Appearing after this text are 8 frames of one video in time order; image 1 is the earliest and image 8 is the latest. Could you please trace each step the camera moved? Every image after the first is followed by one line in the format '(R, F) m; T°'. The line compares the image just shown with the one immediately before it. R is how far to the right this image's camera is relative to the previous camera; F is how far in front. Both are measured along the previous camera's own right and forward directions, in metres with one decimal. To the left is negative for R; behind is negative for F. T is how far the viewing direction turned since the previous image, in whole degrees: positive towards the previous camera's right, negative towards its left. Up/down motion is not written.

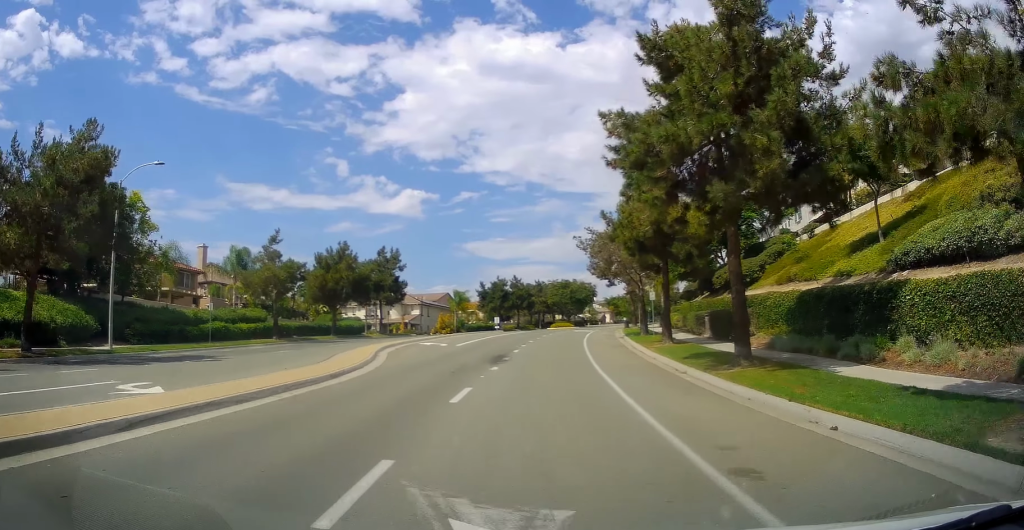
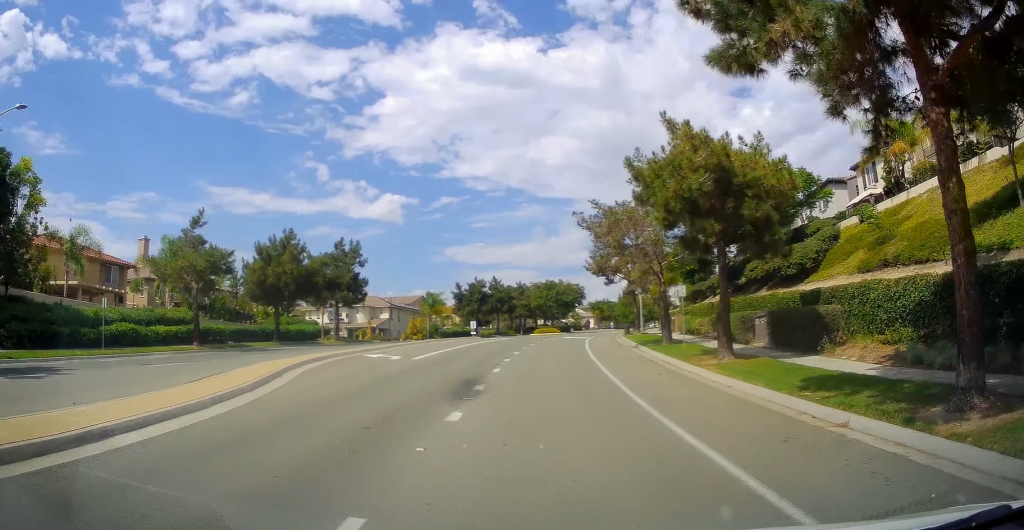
(-0.5, +9.6) m; +1°
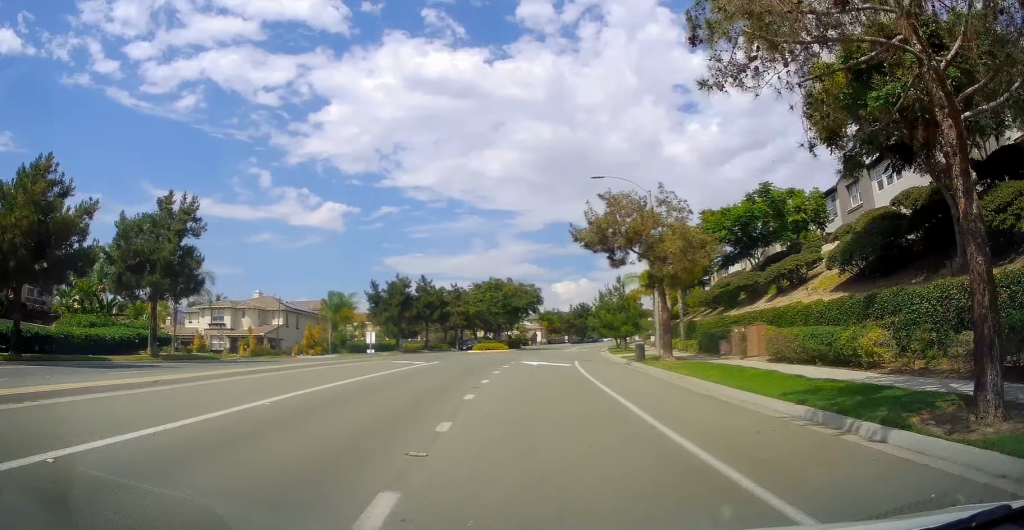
(+0.6, +22.2) m; +6°
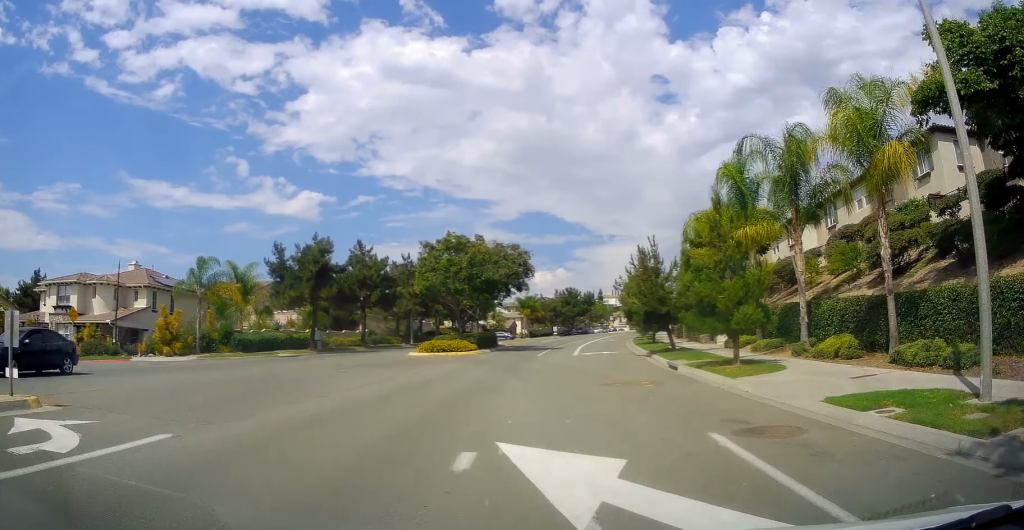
(+1.6, +24.5) m; +5°
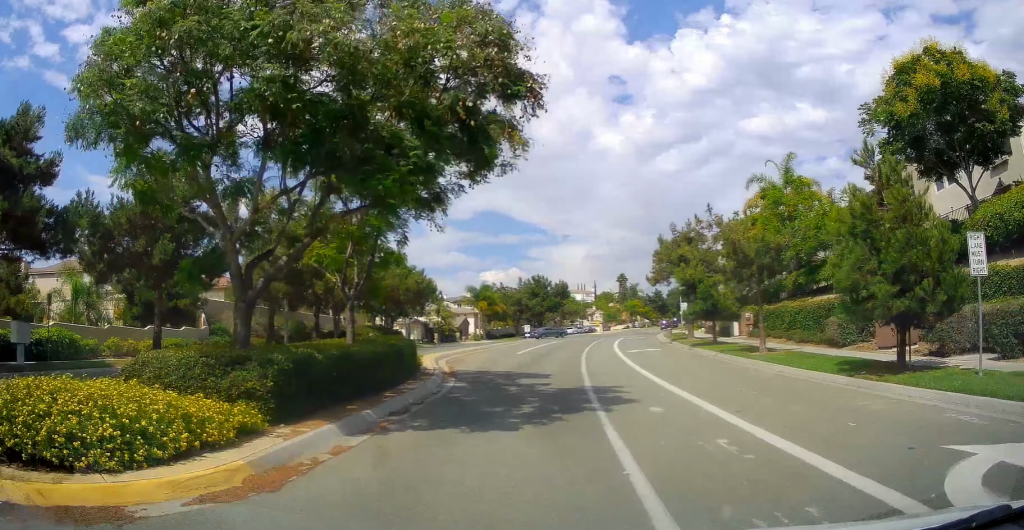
(+0.9, +32.4) m; +4°
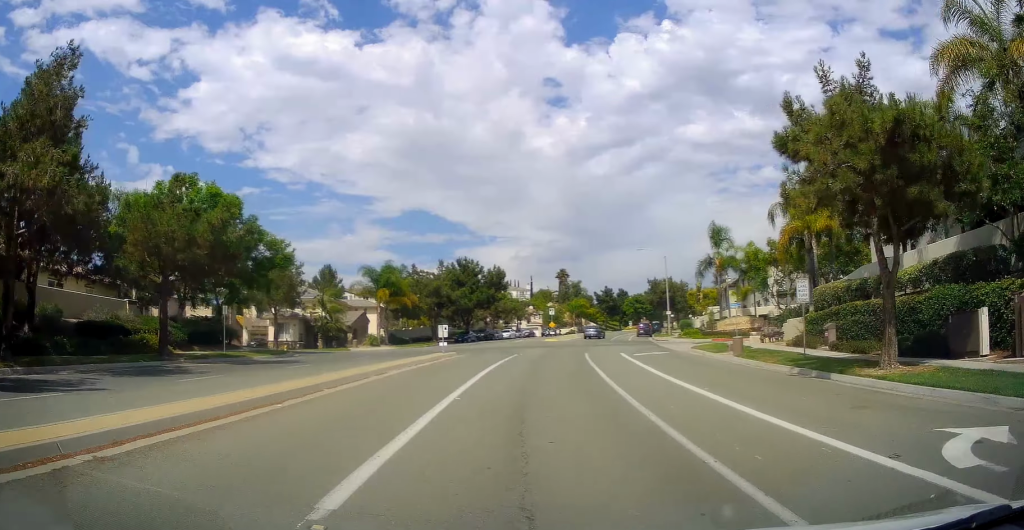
(+1.4, +30.2) m; +5°
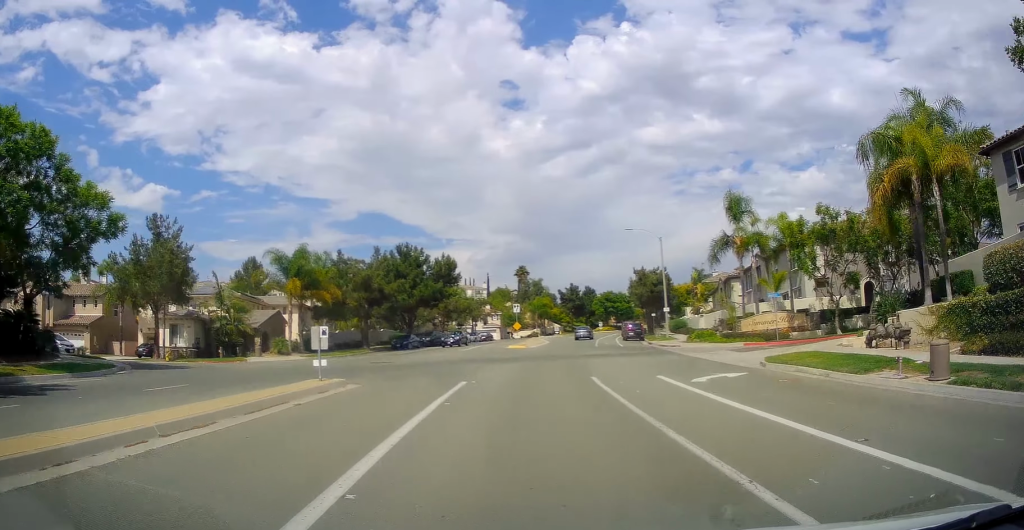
(+0.2, +15.8) m; +4°
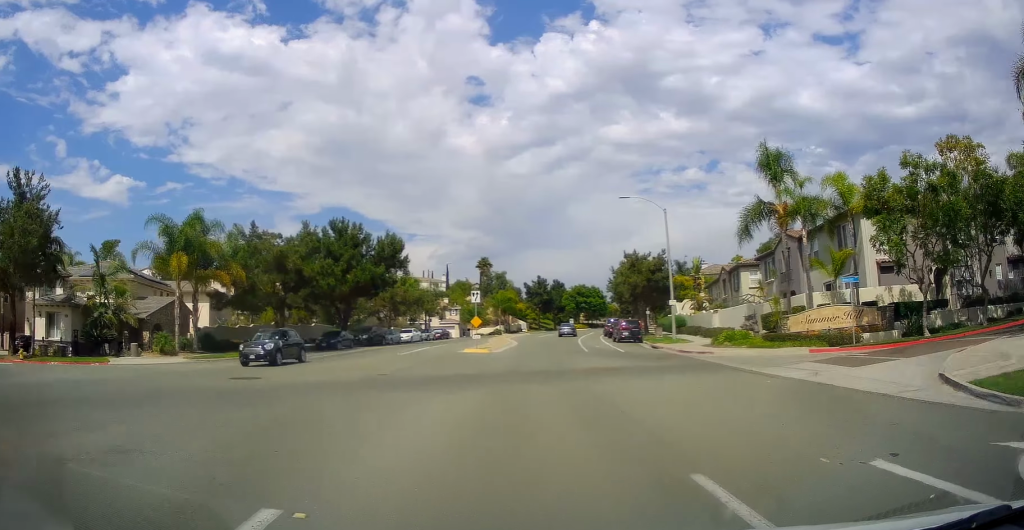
(+0.4, +12.9) m; +4°
